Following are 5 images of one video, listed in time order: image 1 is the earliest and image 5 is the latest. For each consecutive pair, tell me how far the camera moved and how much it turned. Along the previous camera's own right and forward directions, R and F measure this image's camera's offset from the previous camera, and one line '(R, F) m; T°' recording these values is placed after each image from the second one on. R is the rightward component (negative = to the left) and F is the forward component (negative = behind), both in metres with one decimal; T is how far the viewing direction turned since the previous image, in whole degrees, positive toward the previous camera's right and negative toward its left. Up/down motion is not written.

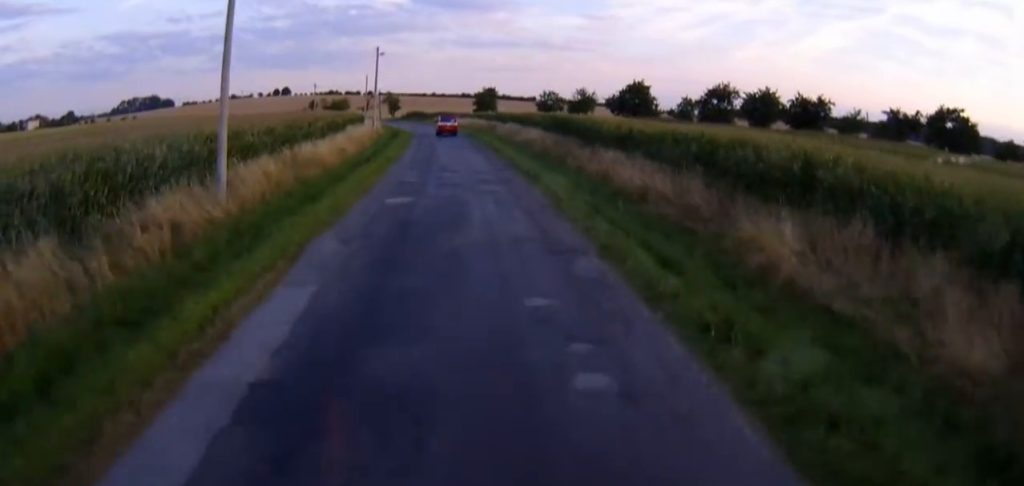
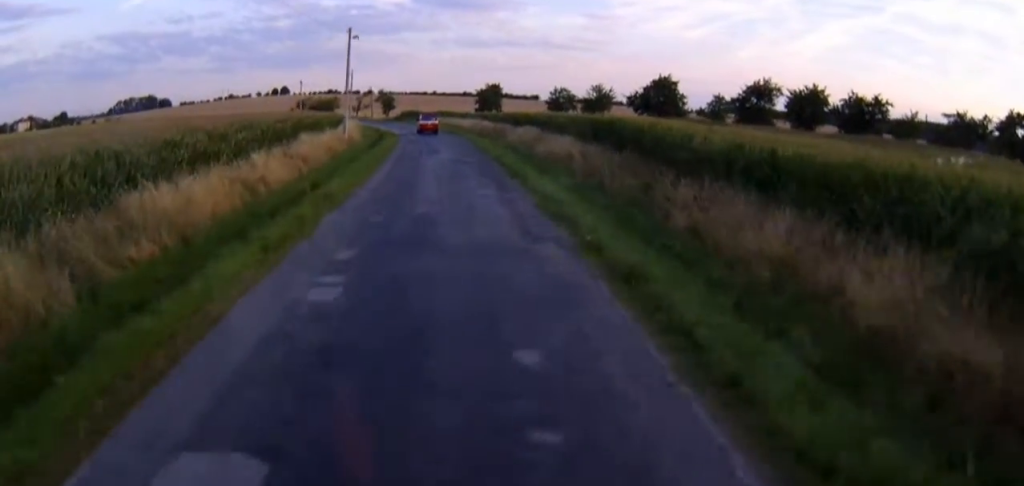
(+0.2, +18.7) m; +1°
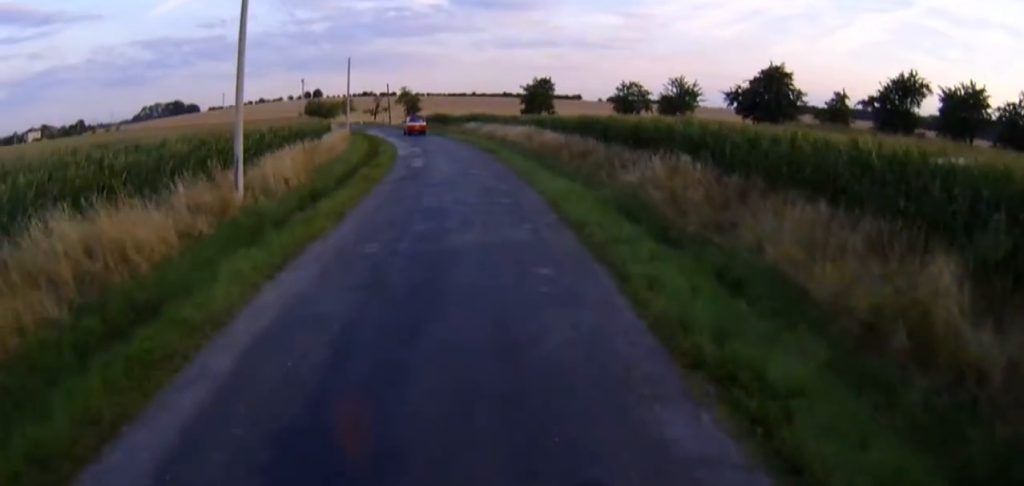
(-0.3, +33.8) m; -1°
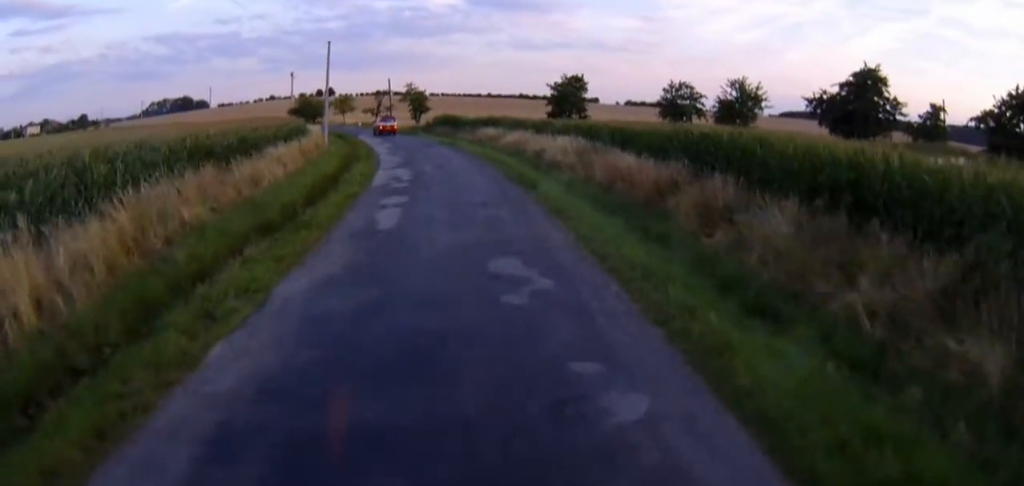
(-0.1, +20.3) m; -1°
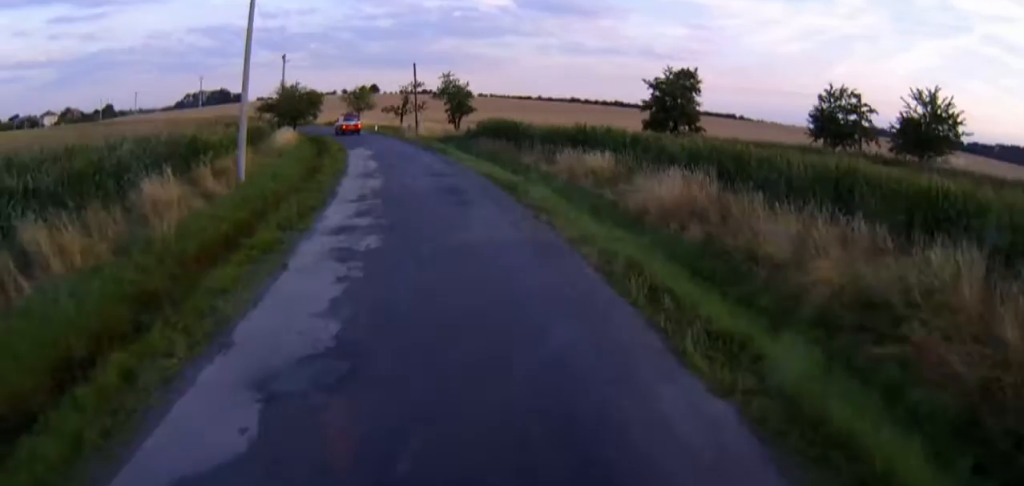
(-0.9, +32.9) m; -3°
